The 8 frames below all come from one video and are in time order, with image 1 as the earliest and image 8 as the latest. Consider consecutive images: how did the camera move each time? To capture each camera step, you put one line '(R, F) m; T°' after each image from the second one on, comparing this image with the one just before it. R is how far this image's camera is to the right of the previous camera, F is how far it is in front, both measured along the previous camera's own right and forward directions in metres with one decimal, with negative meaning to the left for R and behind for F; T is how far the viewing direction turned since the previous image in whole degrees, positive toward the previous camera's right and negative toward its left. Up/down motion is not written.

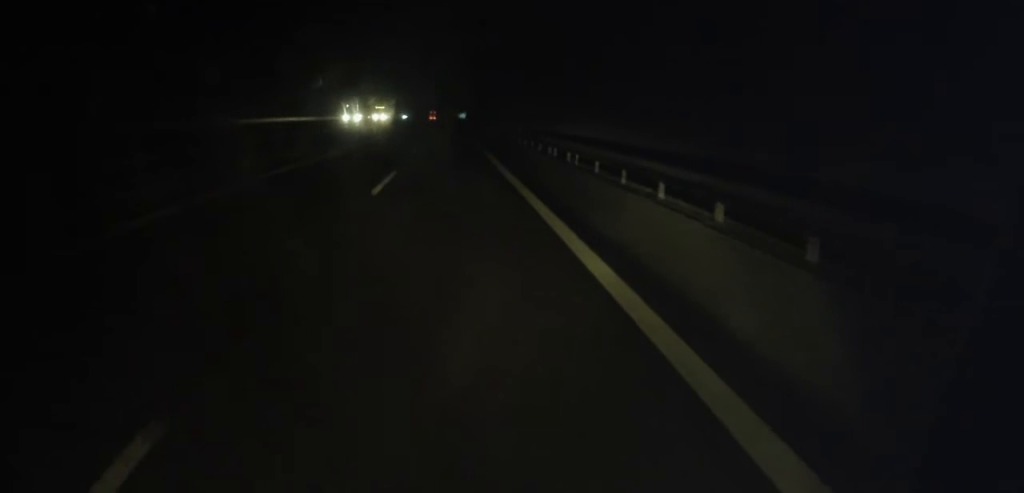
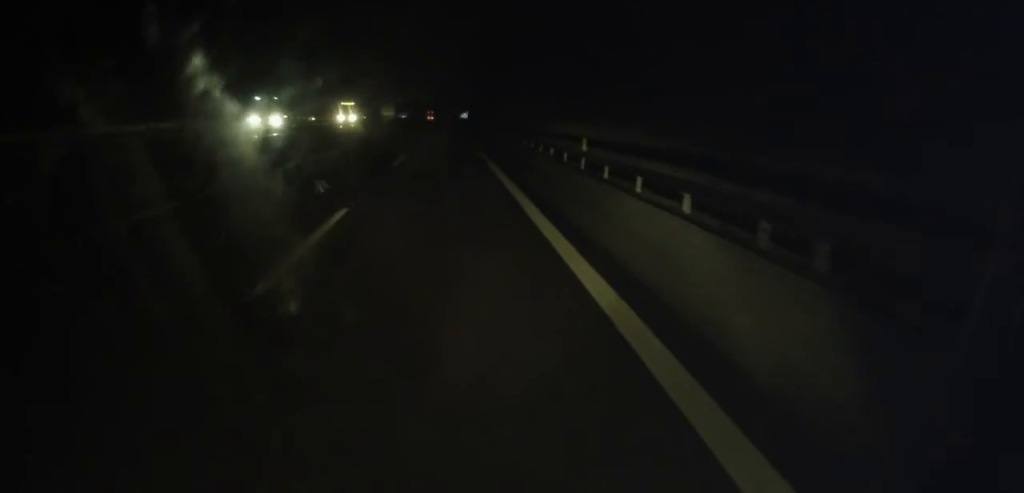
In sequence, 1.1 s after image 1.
(0.0, +26.6) m; 0°
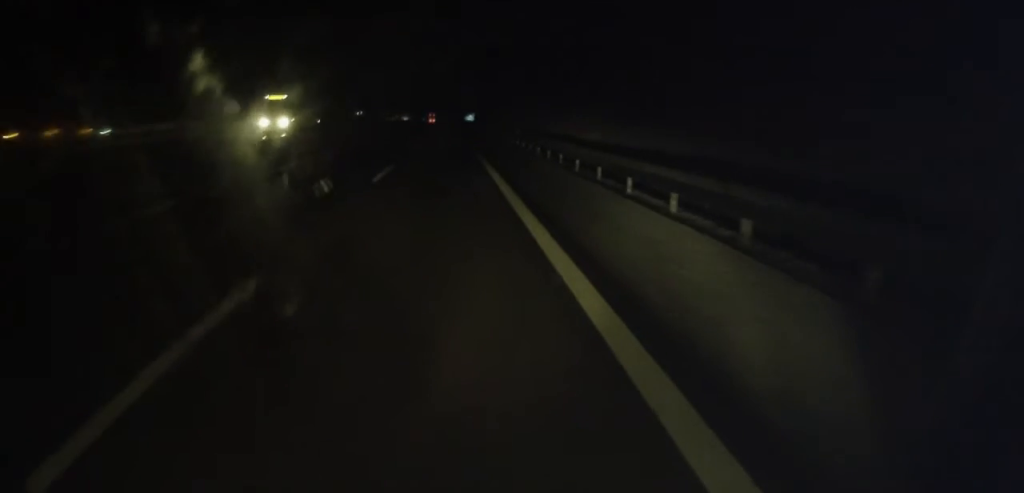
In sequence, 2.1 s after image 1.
(0.0, +23.4) m; 0°
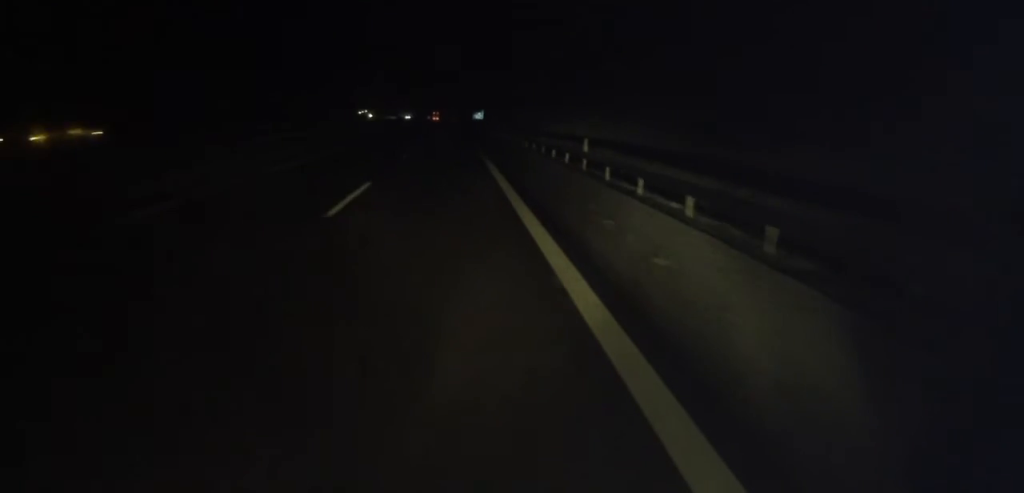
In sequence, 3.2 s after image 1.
(0.0, +25.1) m; 0°
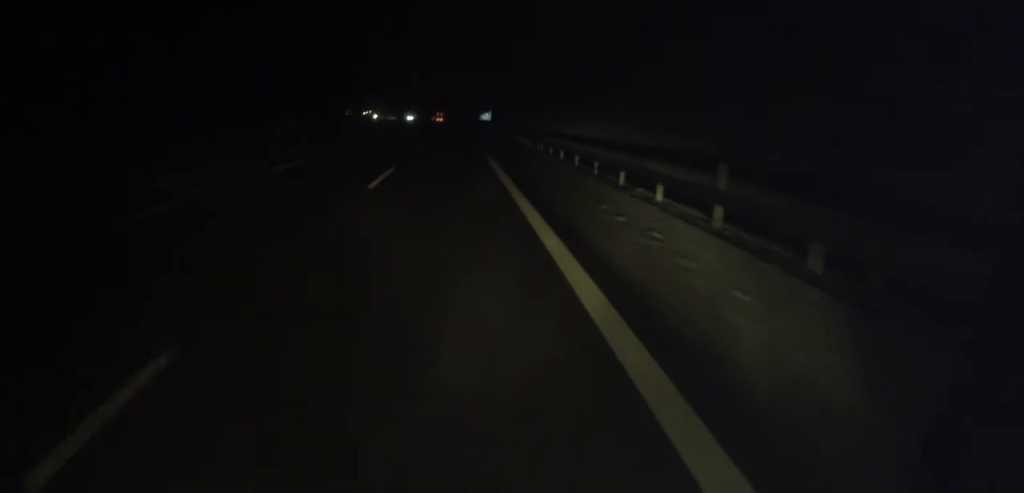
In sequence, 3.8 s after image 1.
(0.0, +13.3) m; 0°
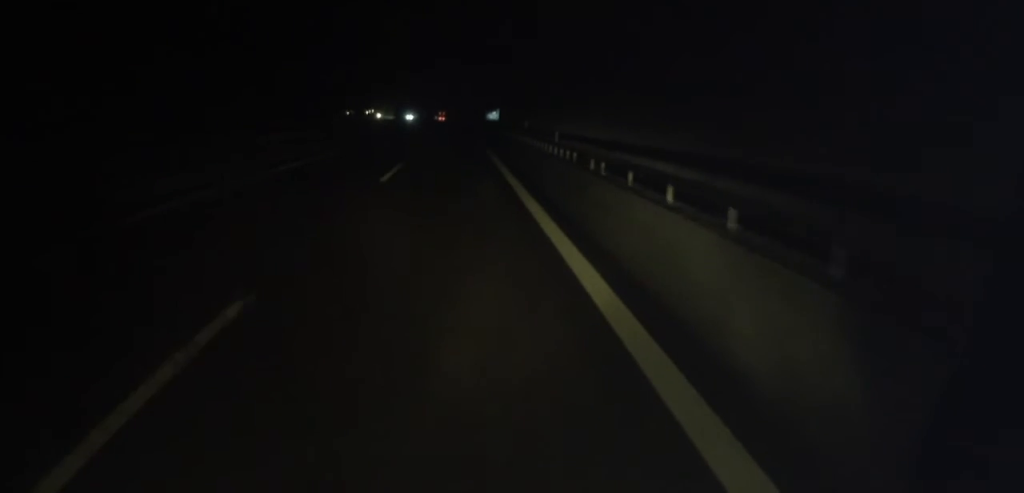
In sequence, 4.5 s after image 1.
(-0.1, +16.4) m; 0°
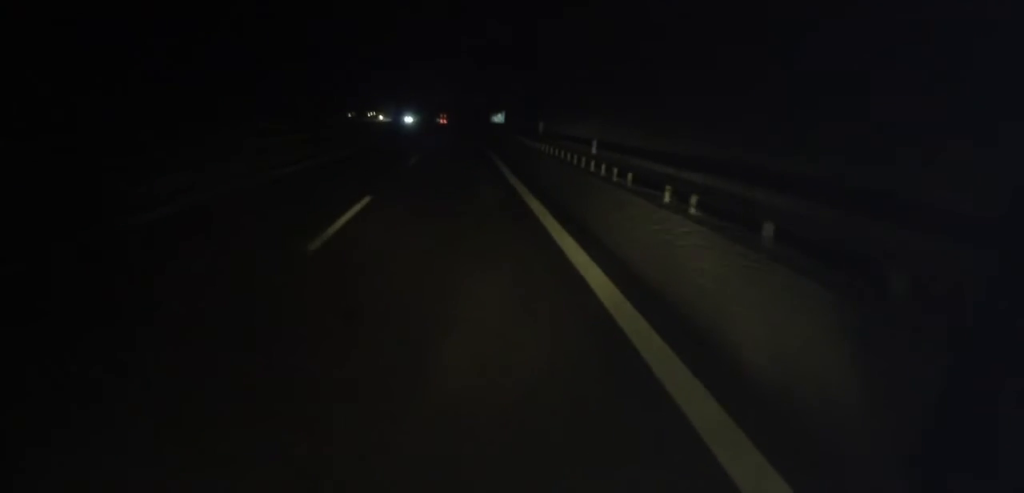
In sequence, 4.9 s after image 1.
(0.0, +9.5) m; 0°
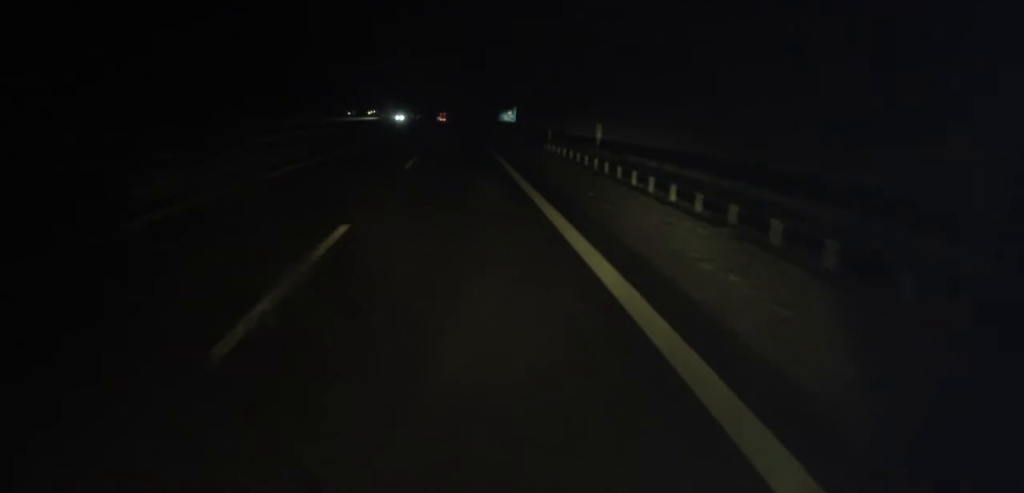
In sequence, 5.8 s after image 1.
(0.0, +22.1) m; 0°
